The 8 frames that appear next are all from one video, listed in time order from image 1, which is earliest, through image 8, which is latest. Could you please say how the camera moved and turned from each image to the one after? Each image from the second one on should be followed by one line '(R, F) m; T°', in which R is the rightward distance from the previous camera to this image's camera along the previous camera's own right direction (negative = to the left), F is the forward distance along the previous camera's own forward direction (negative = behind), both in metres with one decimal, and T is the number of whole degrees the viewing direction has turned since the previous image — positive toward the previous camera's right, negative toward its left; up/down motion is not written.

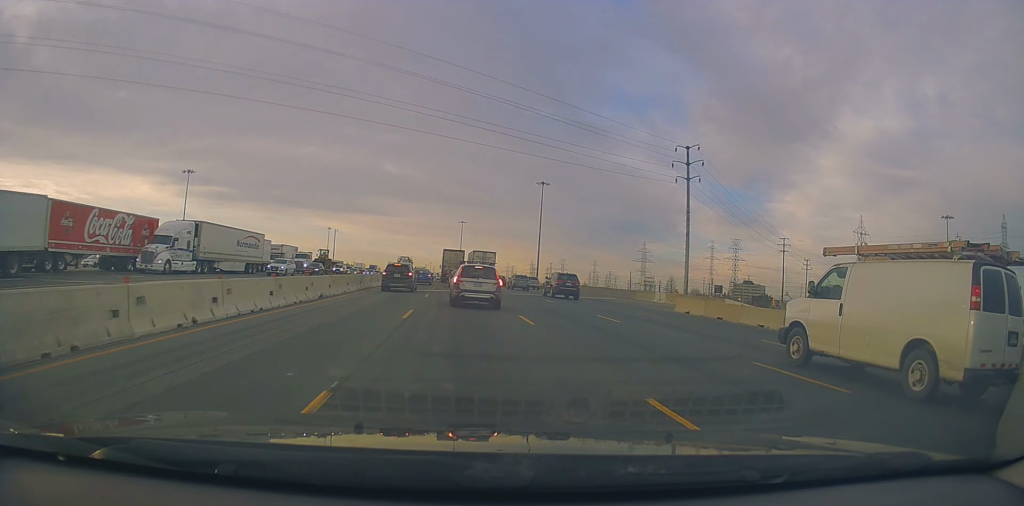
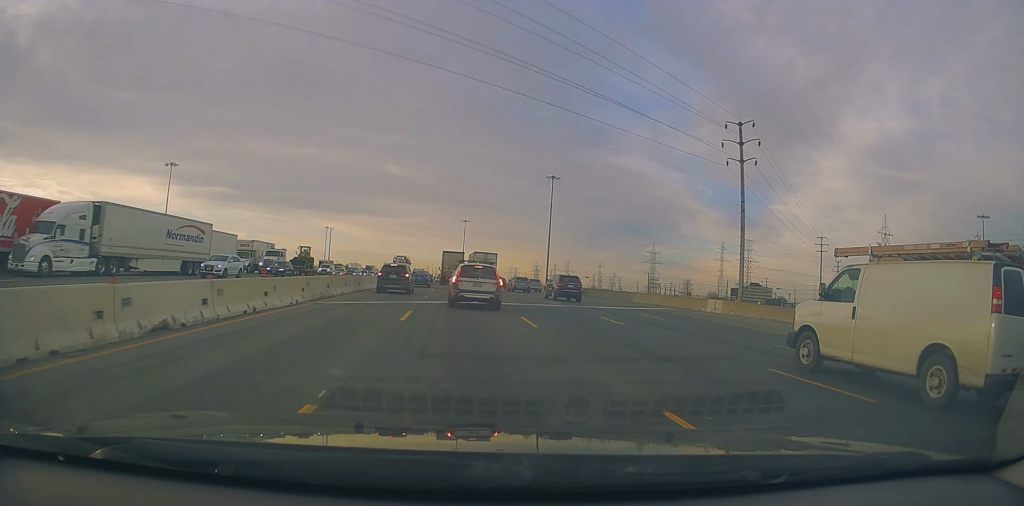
(0.0, +13.2) m; 0°
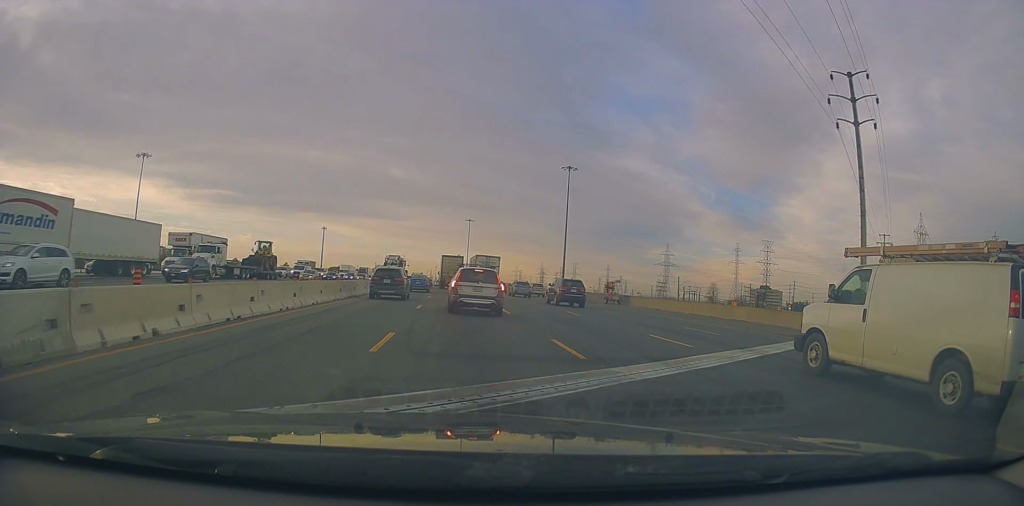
(0.0, +17.3) m; -1°
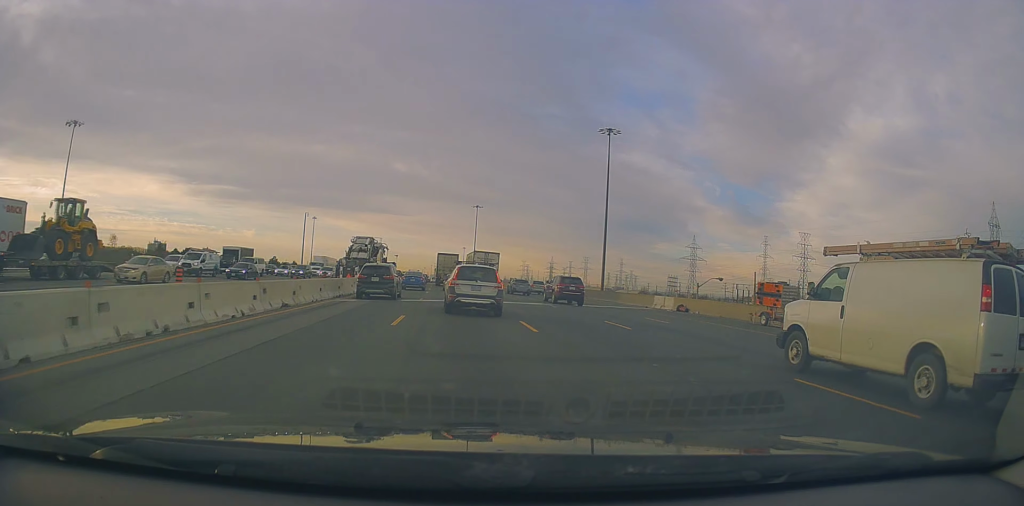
(-0.7, +32.7) m; -2°
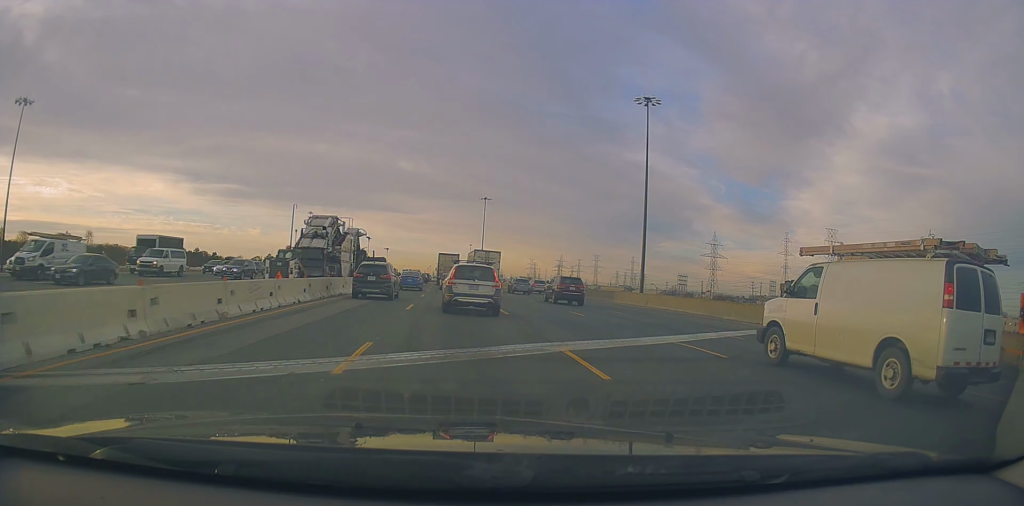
(-0.1, +18.6) m; 0°
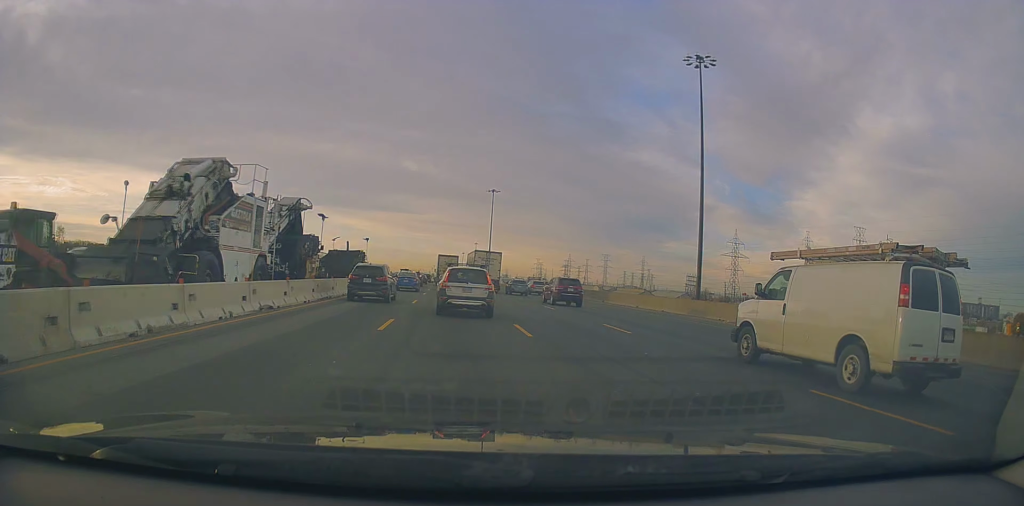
(+0.1, +18.5) m; 0°
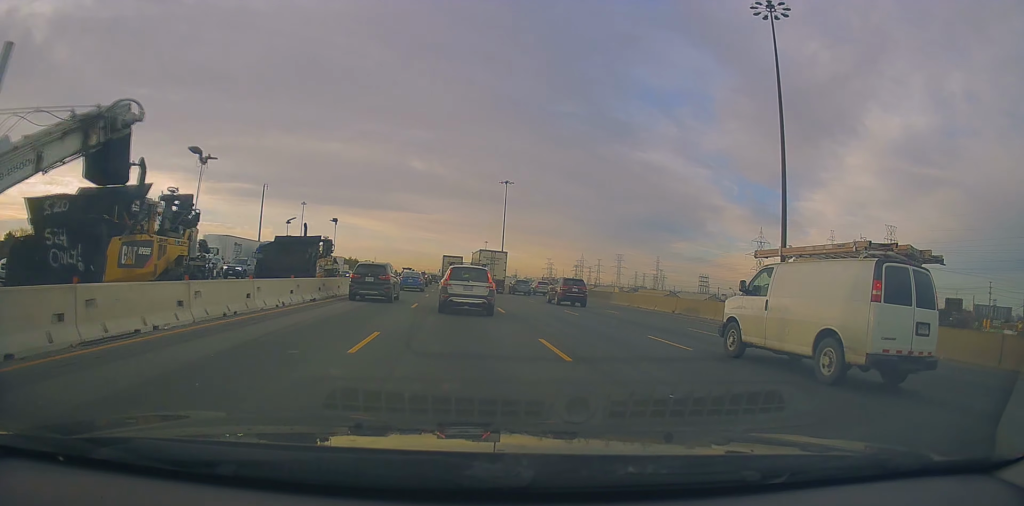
(0.0, +15.9) m; -1°
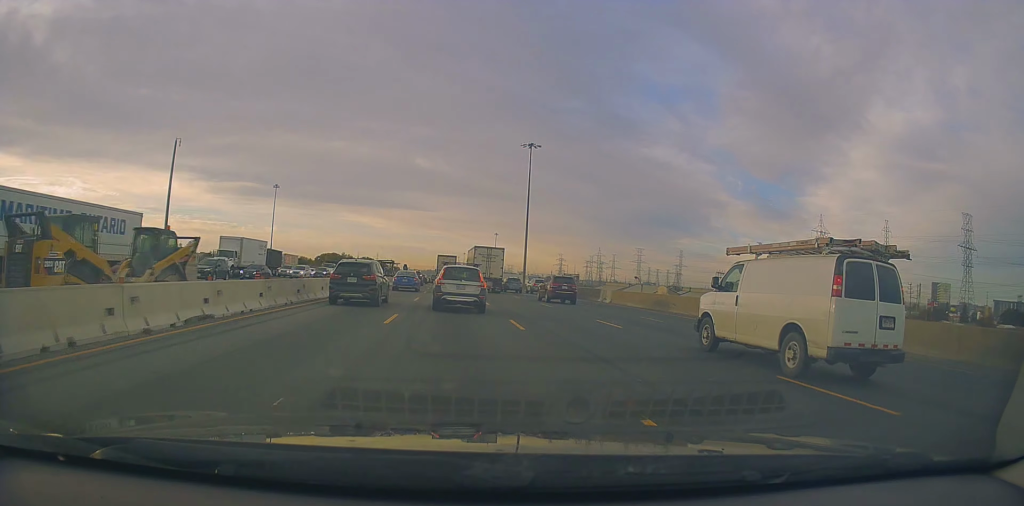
(-0.6, +41.9) m; -1°
